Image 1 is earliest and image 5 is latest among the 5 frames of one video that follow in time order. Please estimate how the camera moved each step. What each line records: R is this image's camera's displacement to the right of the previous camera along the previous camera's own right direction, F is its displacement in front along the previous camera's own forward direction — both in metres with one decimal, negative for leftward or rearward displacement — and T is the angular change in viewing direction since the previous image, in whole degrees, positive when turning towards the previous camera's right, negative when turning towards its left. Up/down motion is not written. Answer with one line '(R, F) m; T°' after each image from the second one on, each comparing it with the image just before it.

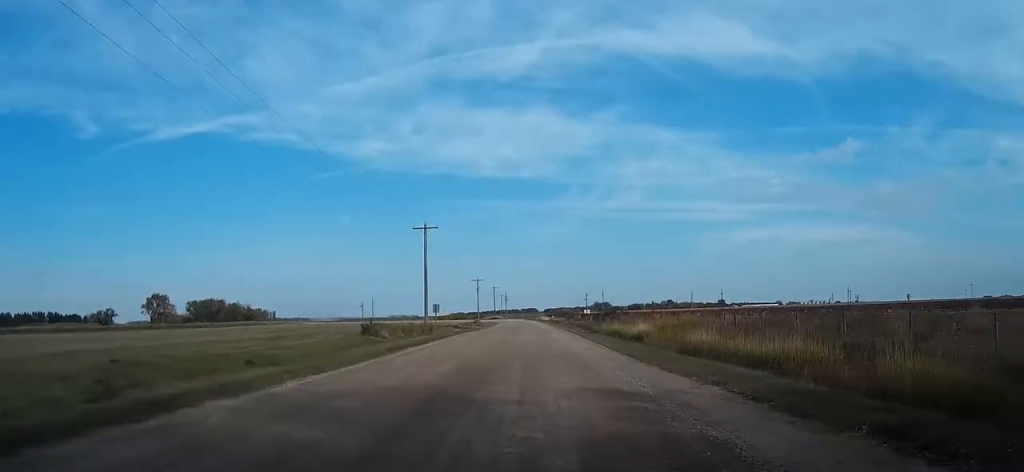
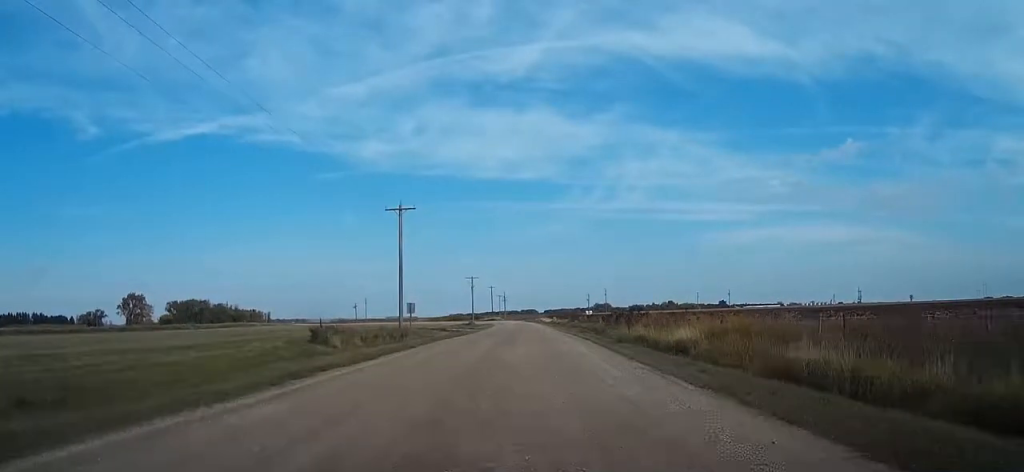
(0.0, +13.0) m; 0°
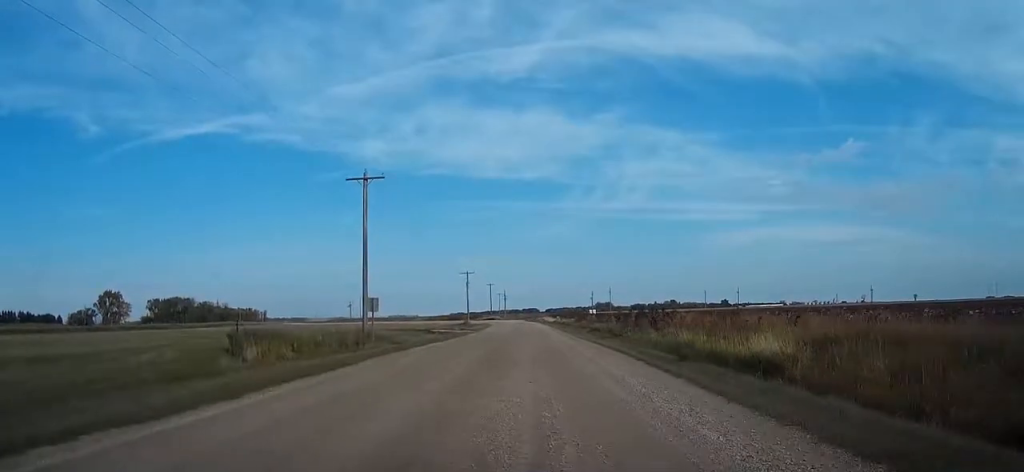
(0.0, +14.2) m; 0°
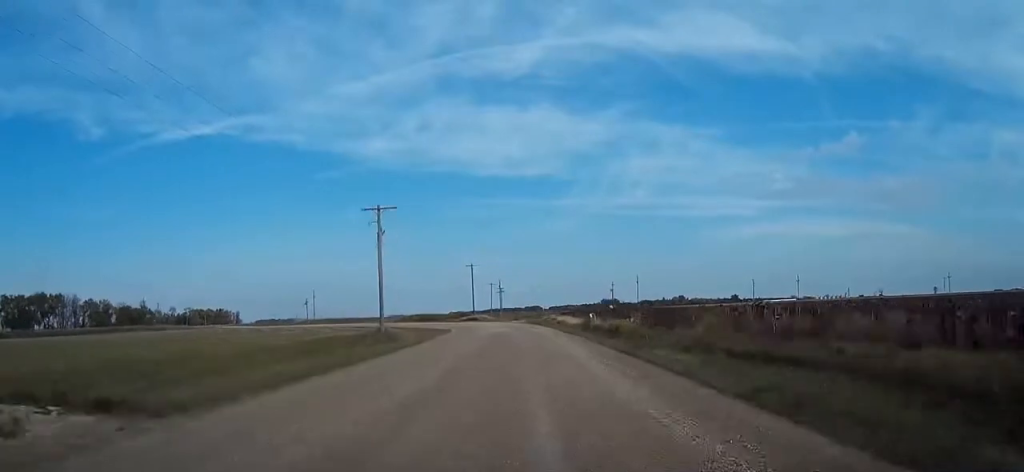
(-0.7, +79.9) m; -2°
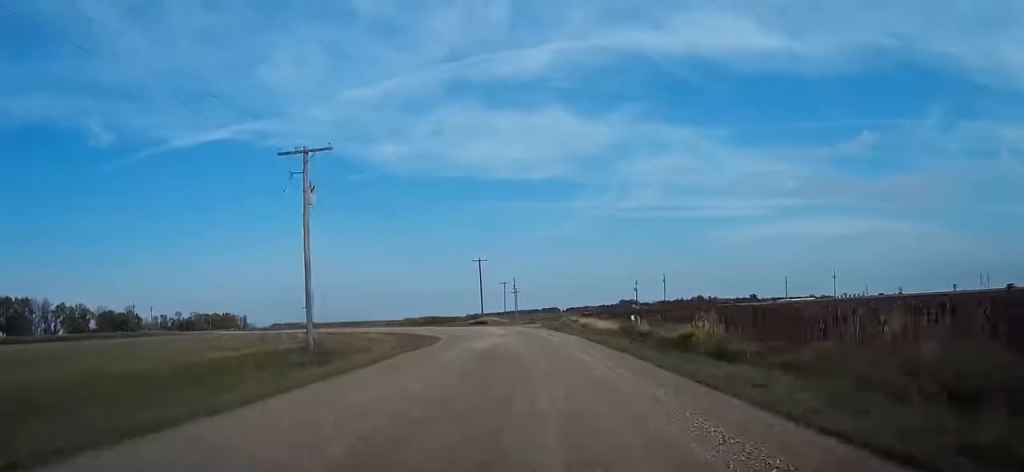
(+0.1, +17.4) m; -1°
